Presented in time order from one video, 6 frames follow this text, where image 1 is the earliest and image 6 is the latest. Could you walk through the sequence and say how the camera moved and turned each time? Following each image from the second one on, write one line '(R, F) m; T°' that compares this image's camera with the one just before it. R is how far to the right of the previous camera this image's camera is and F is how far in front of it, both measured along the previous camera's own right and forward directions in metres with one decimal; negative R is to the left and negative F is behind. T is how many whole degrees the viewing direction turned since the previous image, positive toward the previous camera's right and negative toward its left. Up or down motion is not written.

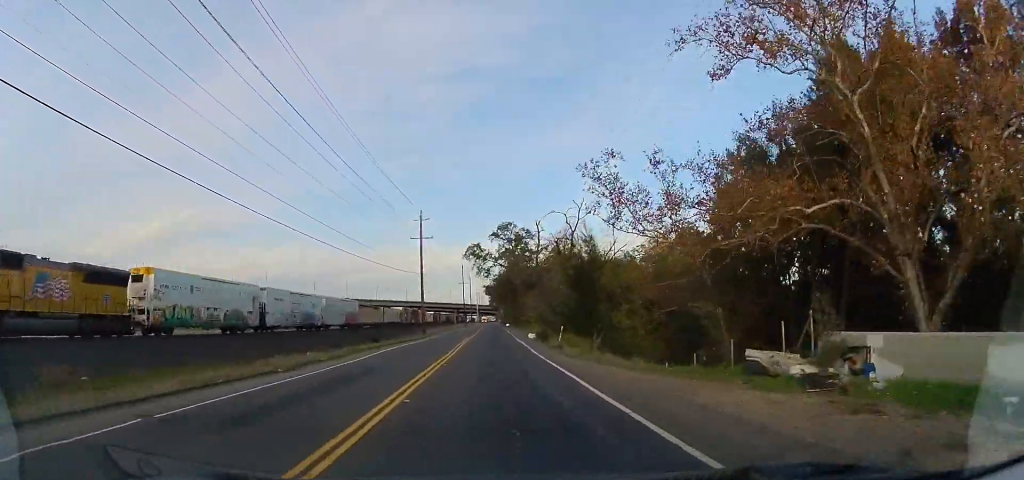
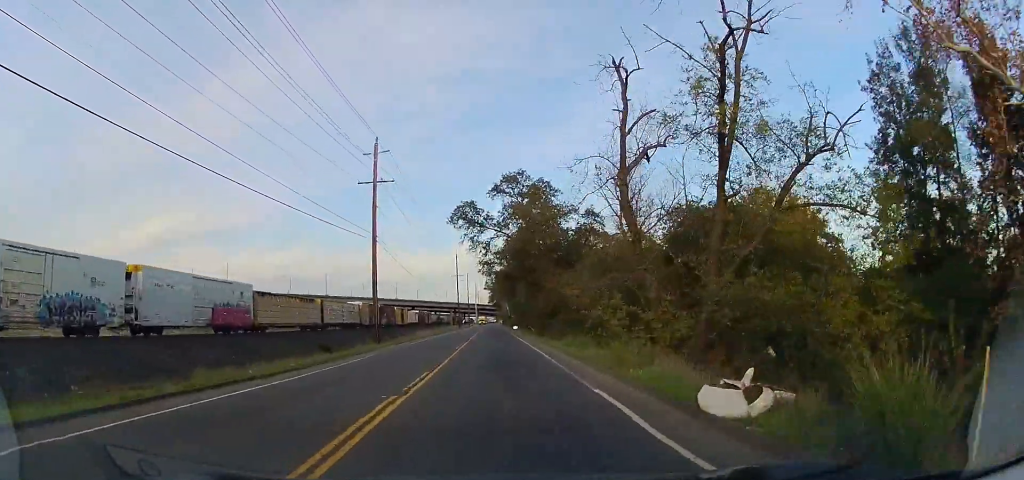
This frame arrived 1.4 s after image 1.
(-0.6, +28.8) m; -2°
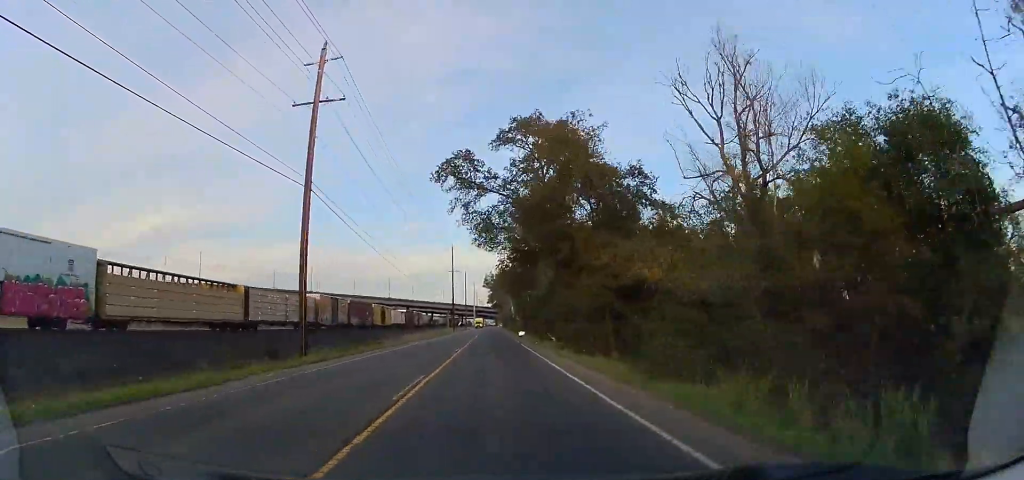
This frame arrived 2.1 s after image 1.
(-0.1, +16.2) m; 0°
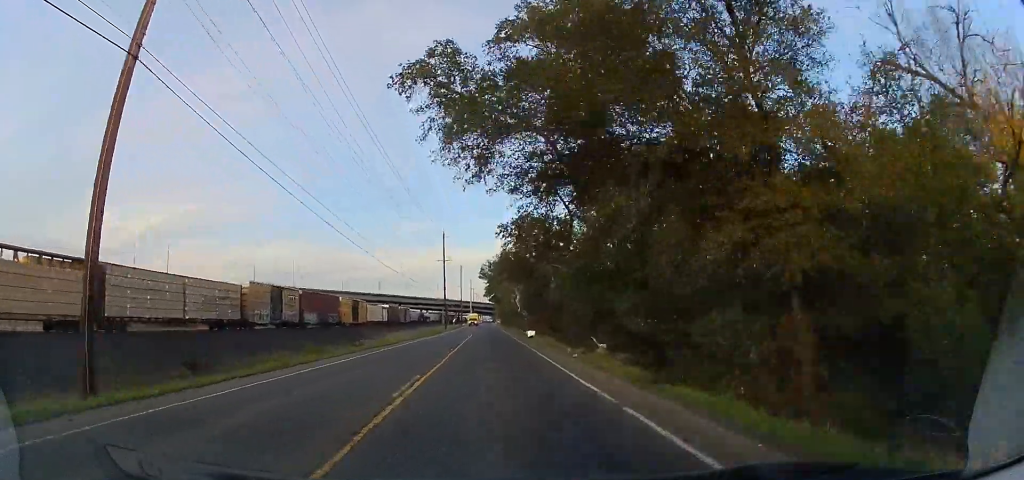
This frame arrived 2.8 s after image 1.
(+0.1, +14.8) m; +1°
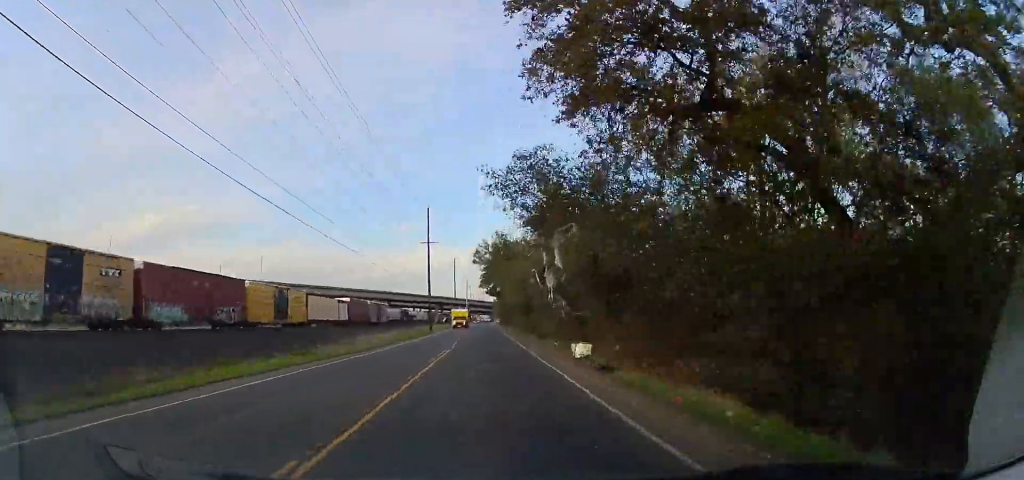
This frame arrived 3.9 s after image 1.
(+0.3, +22.6) m; 0°
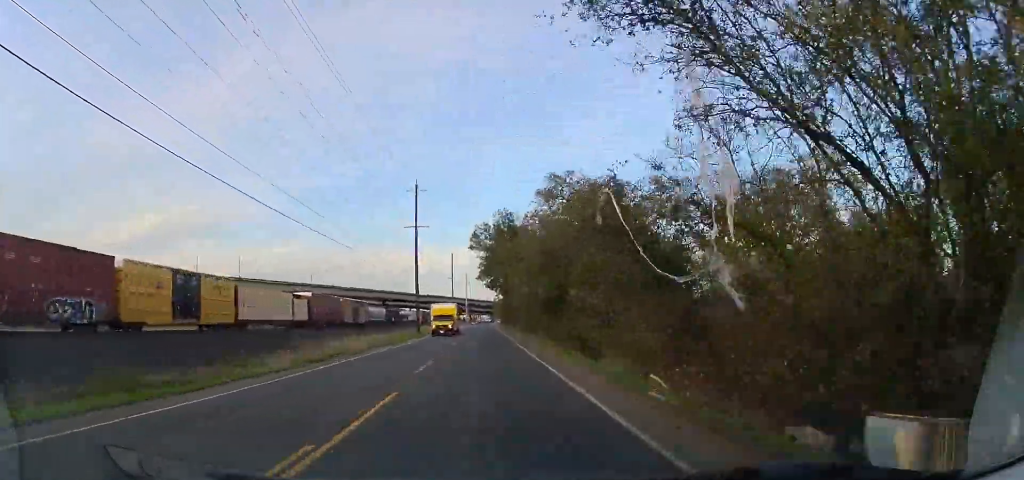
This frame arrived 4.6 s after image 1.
(-0.3, +14.0) m; +1°
